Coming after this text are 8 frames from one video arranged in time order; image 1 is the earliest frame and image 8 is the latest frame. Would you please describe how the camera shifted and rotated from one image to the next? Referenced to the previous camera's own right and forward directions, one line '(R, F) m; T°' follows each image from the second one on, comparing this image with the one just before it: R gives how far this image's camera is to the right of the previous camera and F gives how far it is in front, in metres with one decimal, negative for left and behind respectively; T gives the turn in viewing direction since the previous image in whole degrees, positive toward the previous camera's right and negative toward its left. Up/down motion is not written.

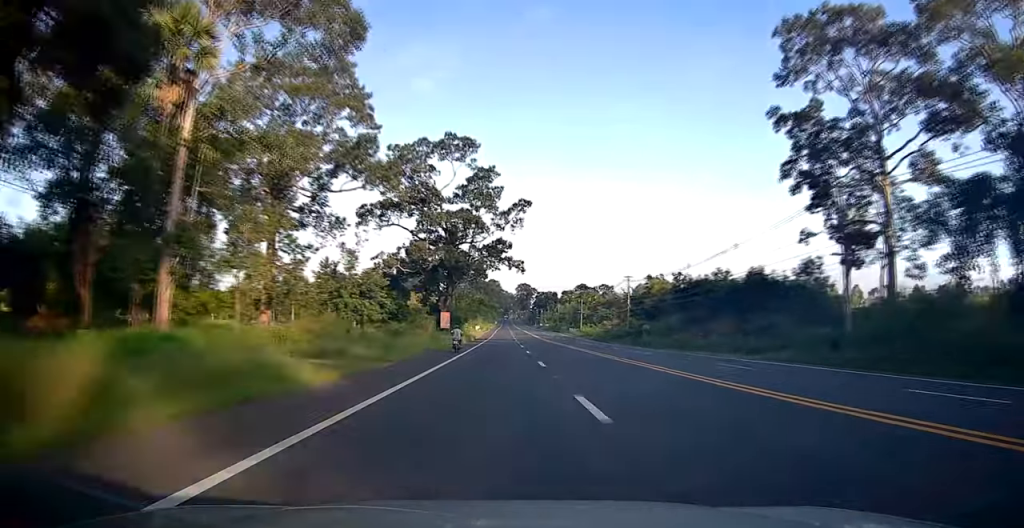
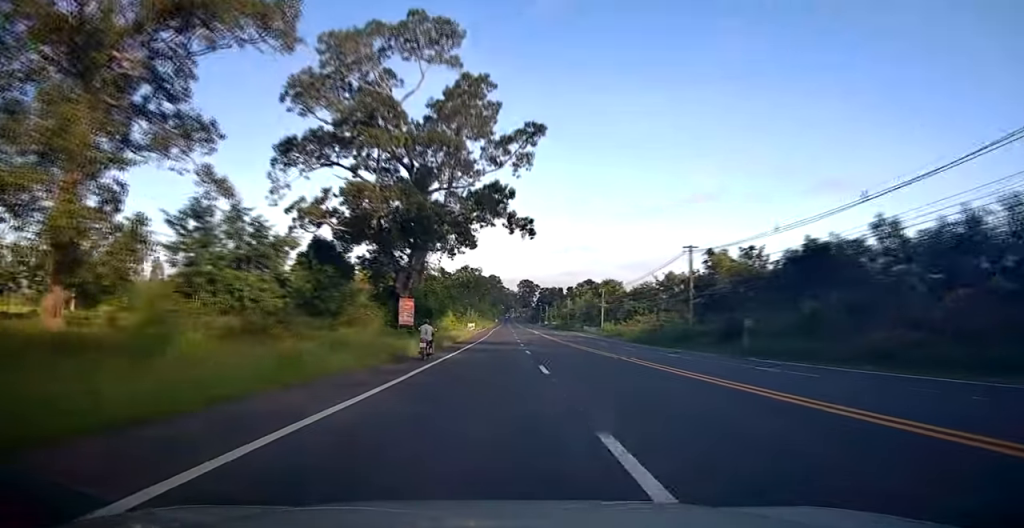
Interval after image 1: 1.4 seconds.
(-0.2, +27.9) m; 0°
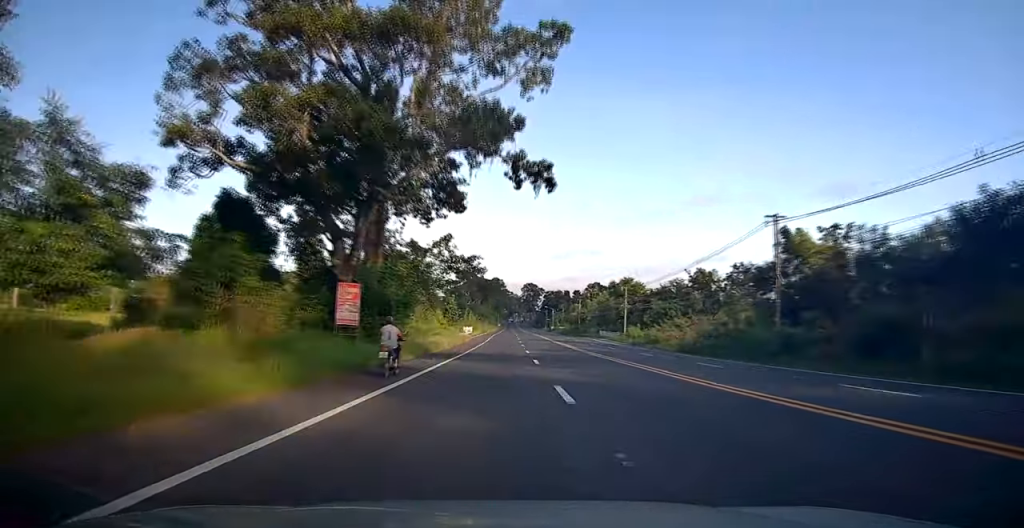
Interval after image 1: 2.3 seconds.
(+0.4, +17.2) m; 0°
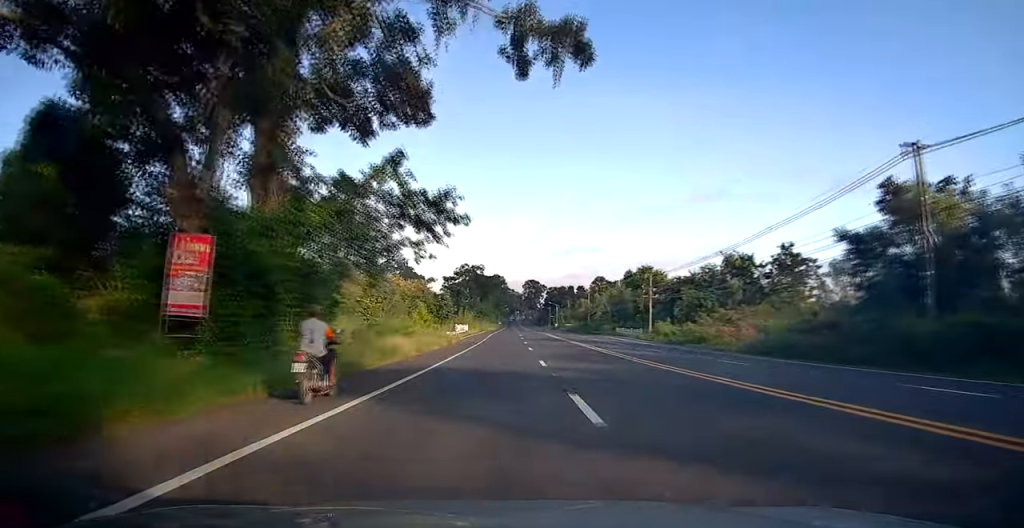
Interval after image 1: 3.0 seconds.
(-0.1, +14.7) m; -1°
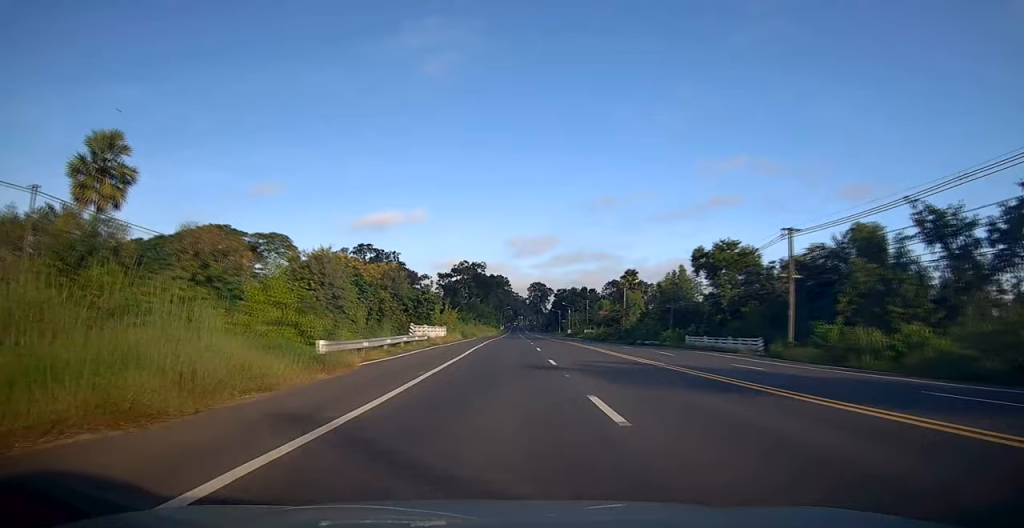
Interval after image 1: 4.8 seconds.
(-0.8, +35.5) m; -1°
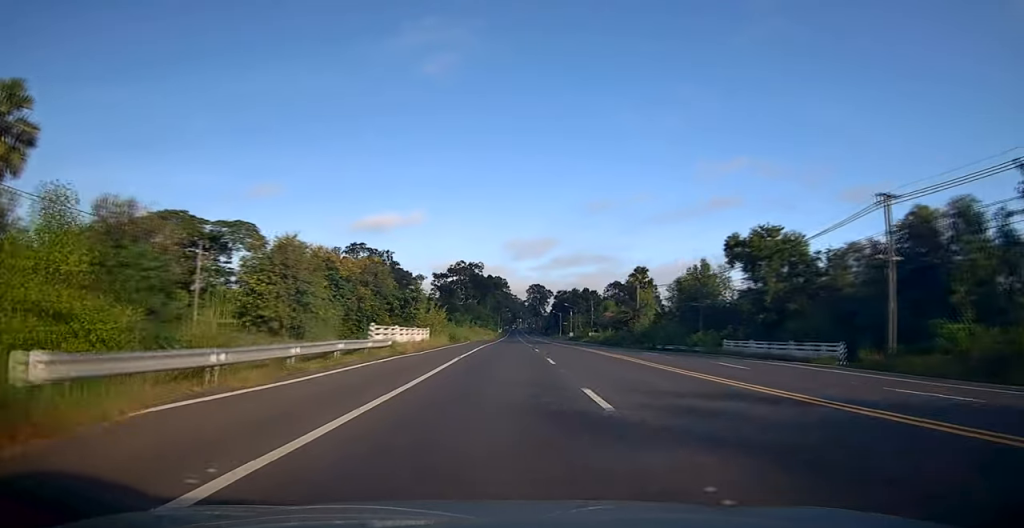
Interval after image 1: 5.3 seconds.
(-0.1, +10.7) m; +1°
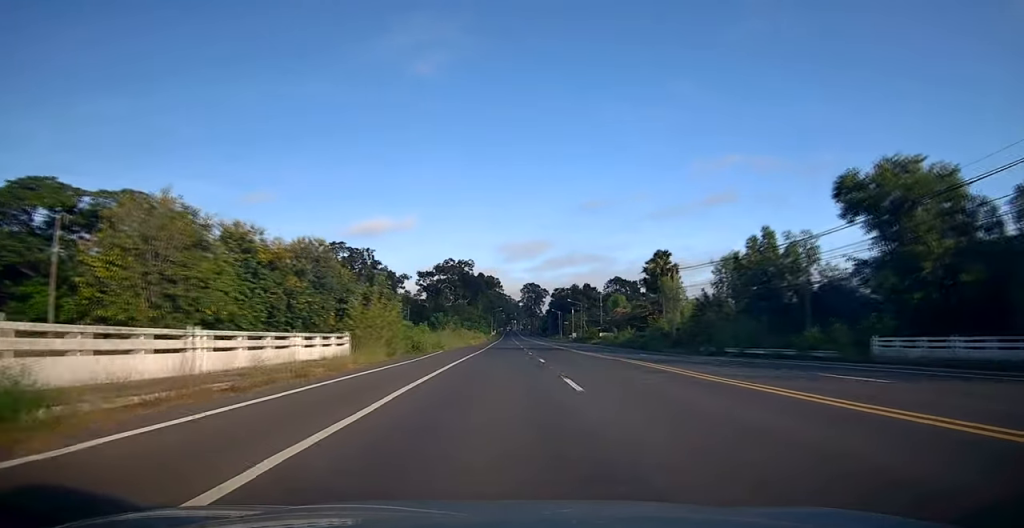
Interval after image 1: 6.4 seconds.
(+0.7, +21.3) m; +1°
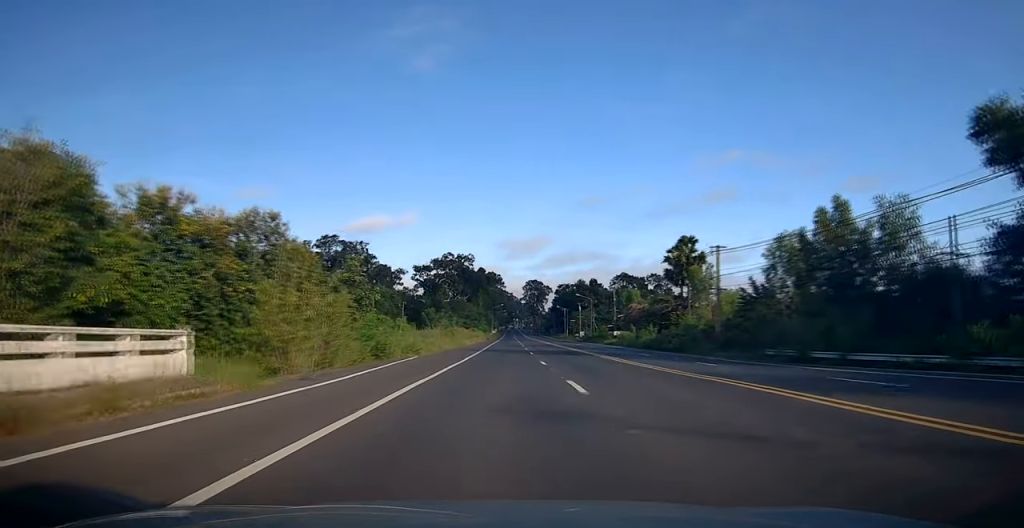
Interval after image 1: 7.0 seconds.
(-0.2, +12.6) m; 0°
